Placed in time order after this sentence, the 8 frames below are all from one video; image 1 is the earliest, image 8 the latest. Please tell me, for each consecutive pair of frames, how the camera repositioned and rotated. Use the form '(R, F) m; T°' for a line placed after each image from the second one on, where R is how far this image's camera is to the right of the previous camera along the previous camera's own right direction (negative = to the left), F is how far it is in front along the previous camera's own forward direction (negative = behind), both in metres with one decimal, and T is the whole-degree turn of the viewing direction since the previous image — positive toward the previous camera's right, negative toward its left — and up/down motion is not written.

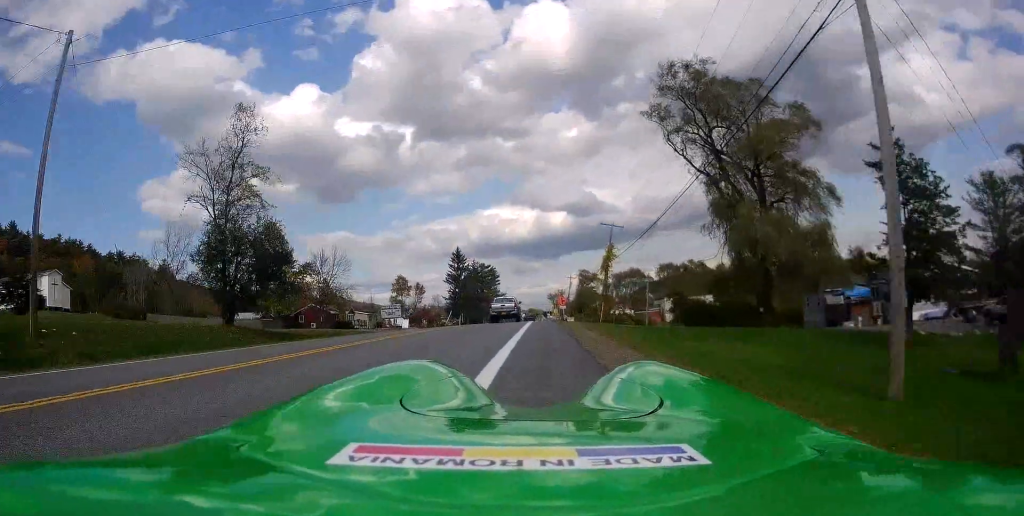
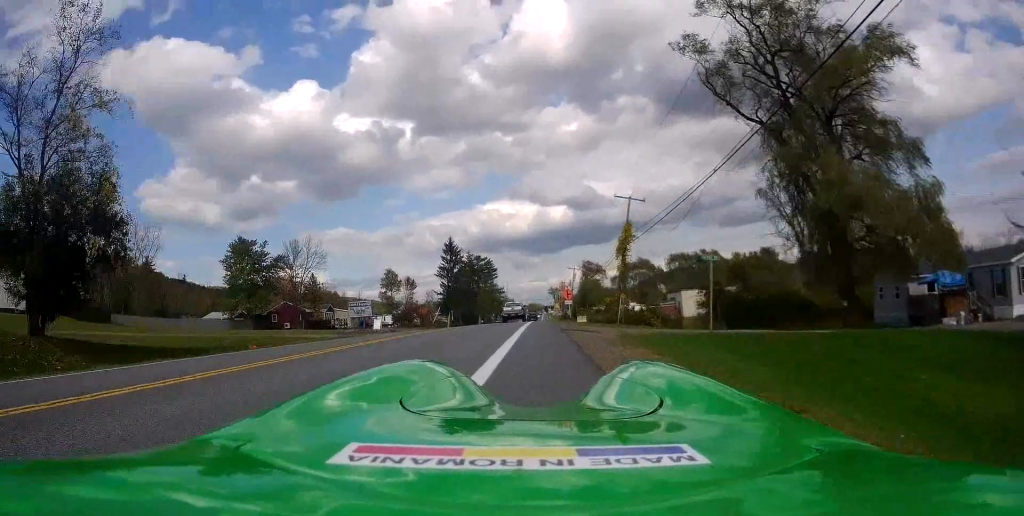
(+0.2, +12.7) m; -3°
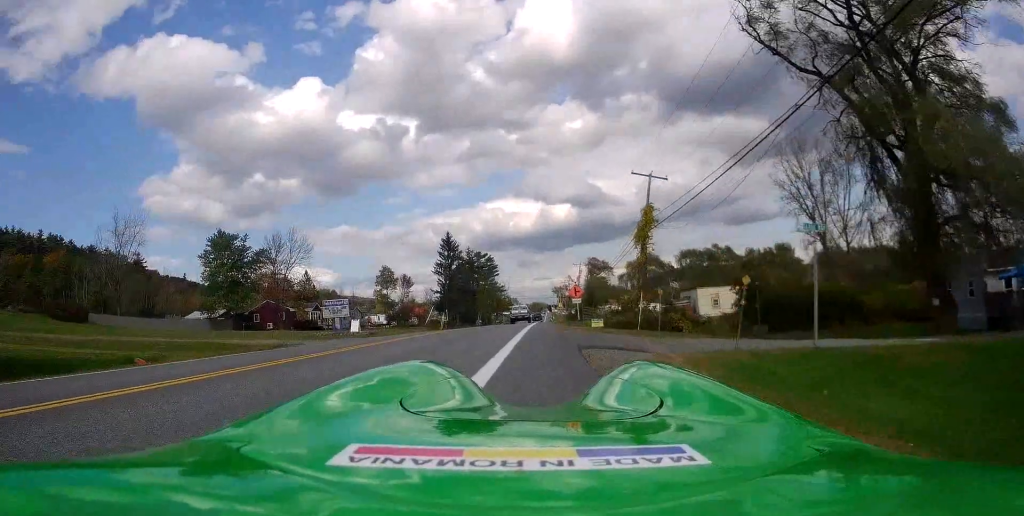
(-0.5, +8.2) m; -1°
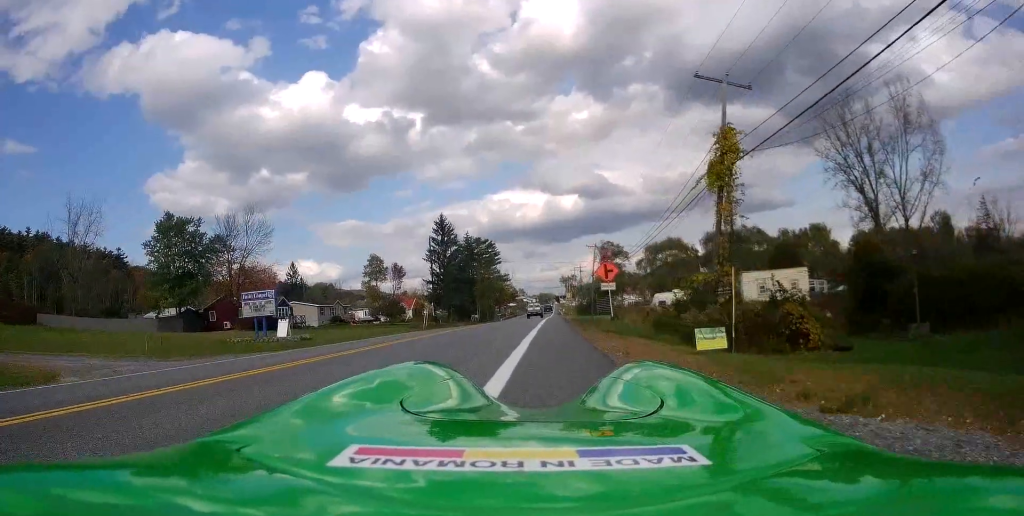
(+0.2, +16.2) m; +2°
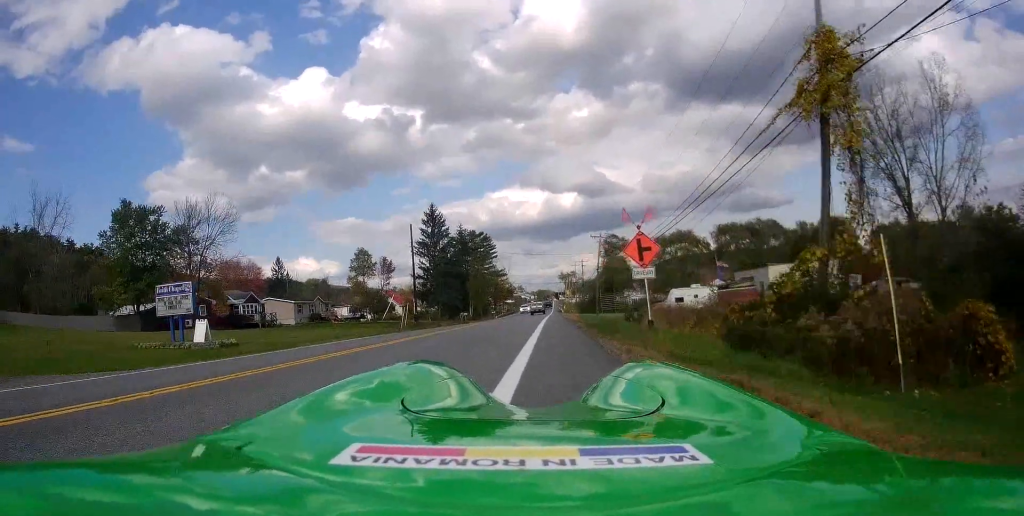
(+0.1, +9.4) m; 0°
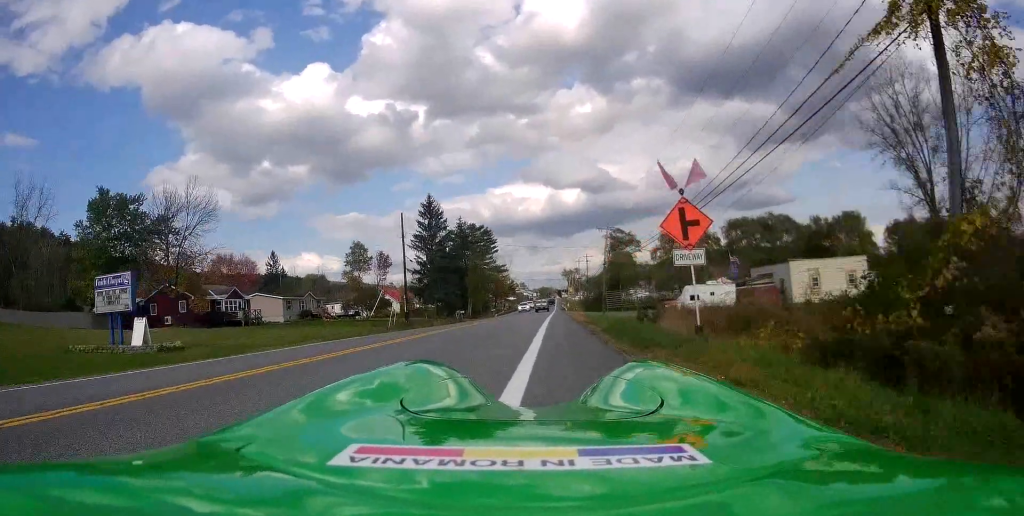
(0.0, +4.9) m; 0°
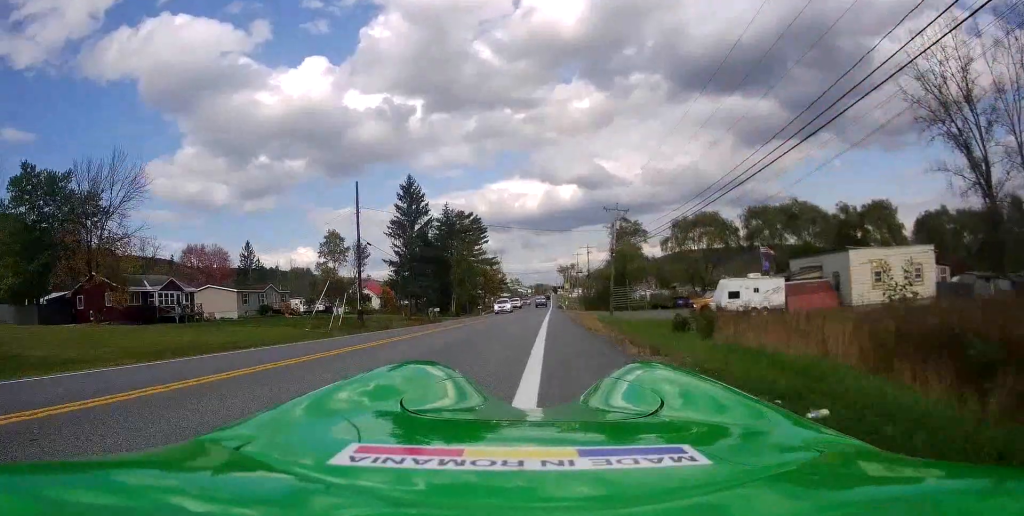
(-0.1, +12.7) m; -1°
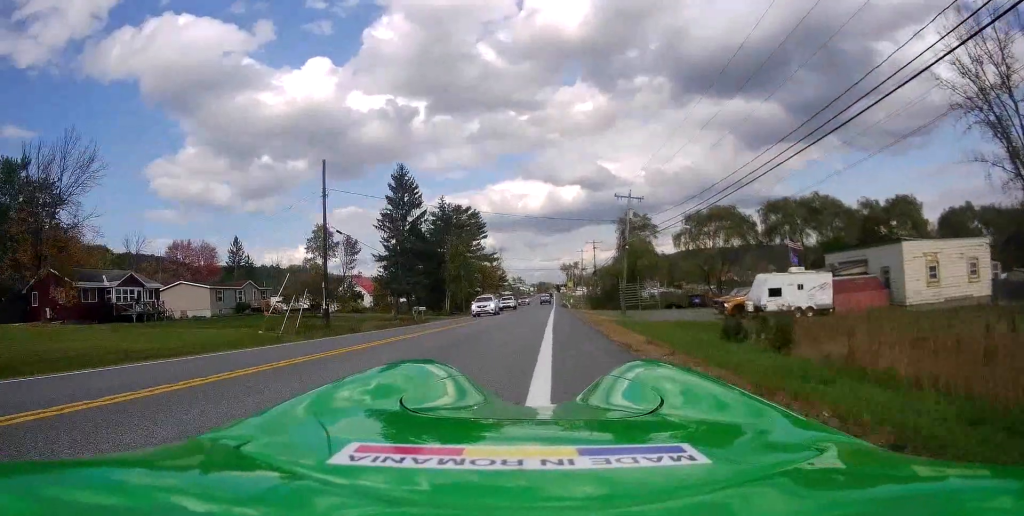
(0.0, +7.3) m; 0°
